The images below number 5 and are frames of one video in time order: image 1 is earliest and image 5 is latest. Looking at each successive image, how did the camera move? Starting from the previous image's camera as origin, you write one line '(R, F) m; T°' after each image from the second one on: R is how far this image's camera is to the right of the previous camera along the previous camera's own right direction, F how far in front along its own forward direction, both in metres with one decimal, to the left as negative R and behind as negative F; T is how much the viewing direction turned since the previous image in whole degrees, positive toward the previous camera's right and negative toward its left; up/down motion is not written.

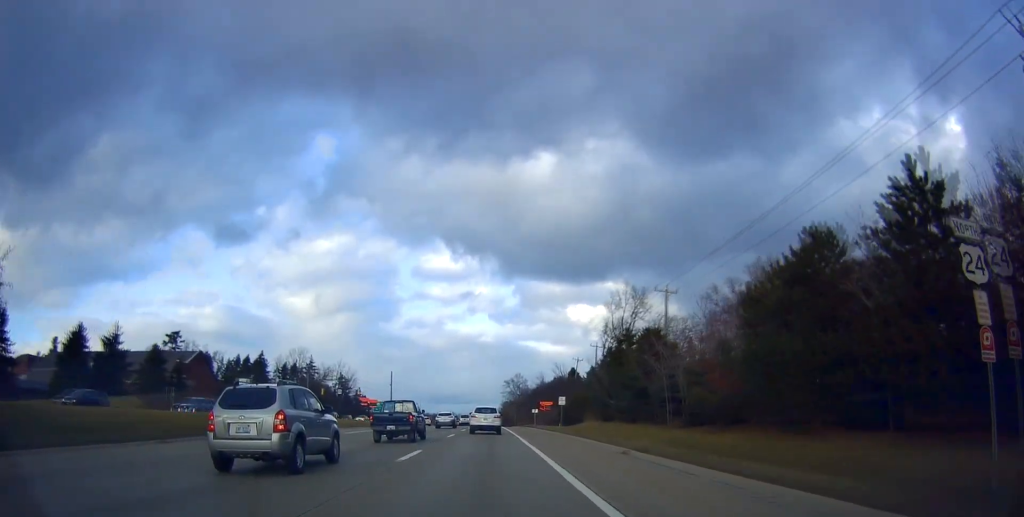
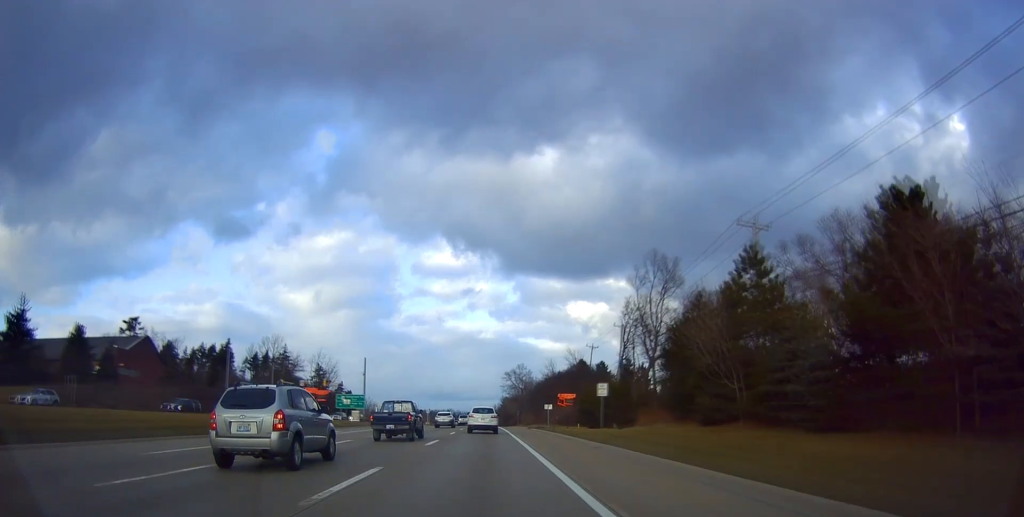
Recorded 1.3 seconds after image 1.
(-0.5, +22.3) m; -1°
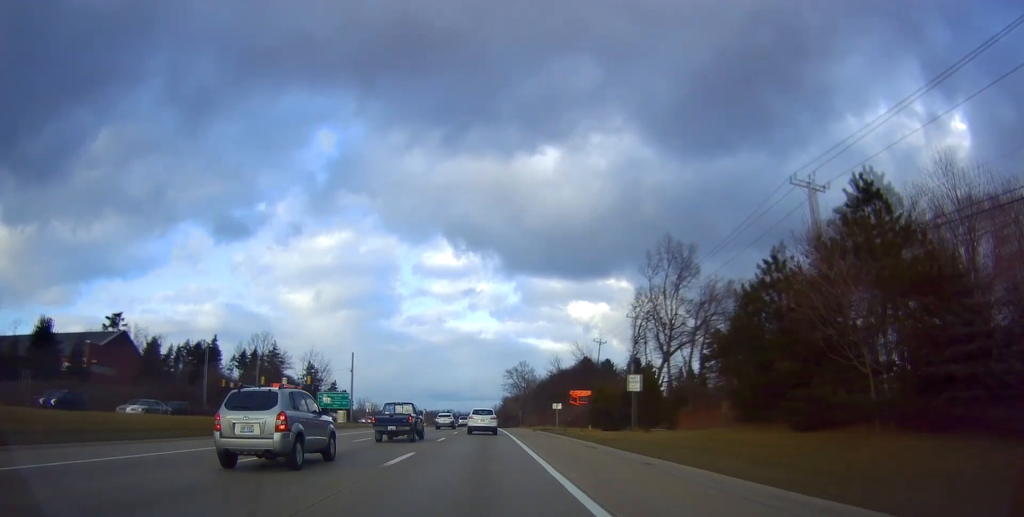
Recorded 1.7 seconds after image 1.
(+0.1, +8.1) m; +1°
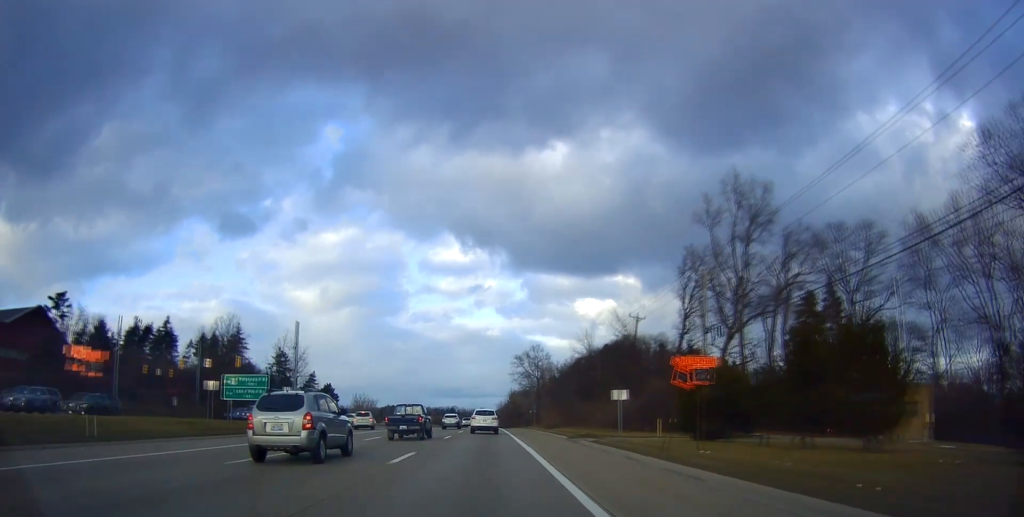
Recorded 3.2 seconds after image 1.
(+0.6, +25.0) m; +1°
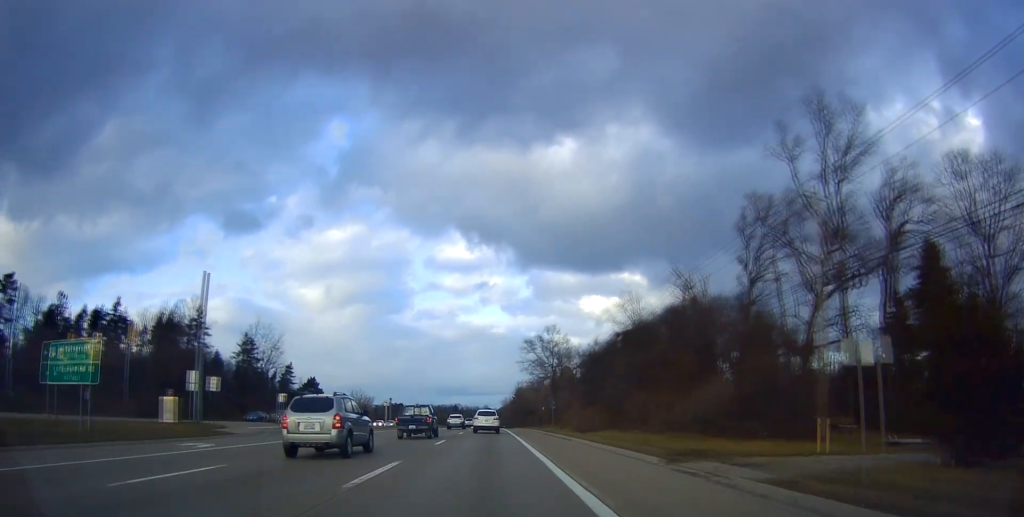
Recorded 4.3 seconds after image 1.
(-0.1, +19.6) m; -2°
